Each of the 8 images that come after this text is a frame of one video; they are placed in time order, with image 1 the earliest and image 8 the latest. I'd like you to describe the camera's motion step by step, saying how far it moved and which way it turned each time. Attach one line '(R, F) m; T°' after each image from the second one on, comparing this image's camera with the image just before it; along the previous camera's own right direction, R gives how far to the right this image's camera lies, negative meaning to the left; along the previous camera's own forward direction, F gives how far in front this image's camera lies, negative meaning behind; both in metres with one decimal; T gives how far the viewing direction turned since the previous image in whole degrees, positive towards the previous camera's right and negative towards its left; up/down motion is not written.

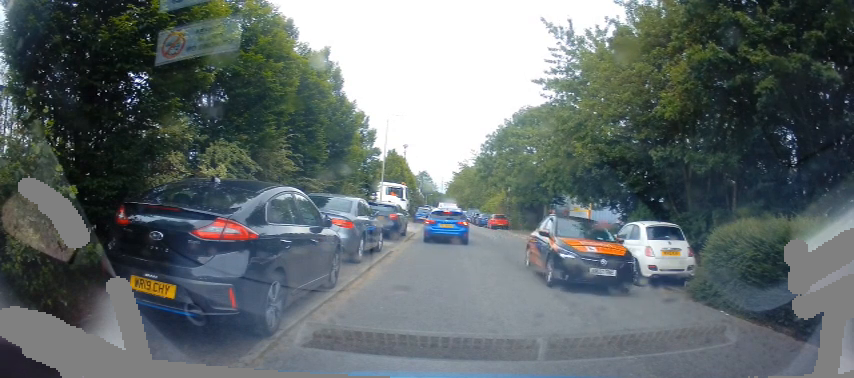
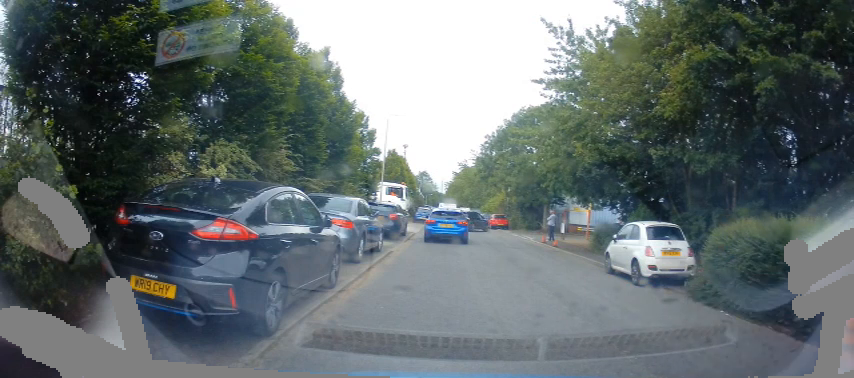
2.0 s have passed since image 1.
(0.0, +0.2) m; 0°
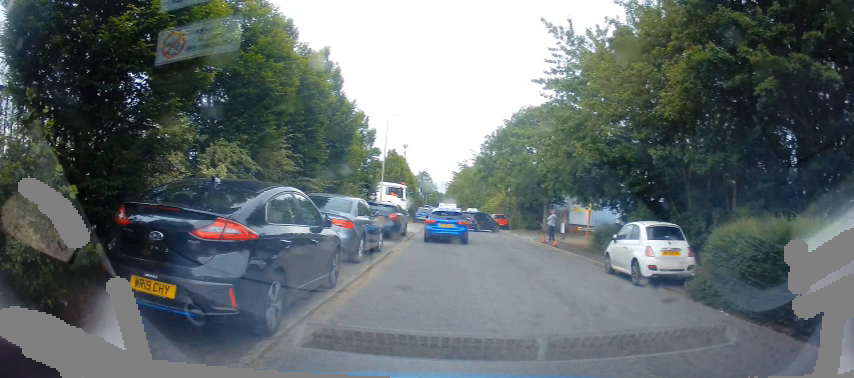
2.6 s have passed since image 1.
(+0.1, +0.1) m; 0°
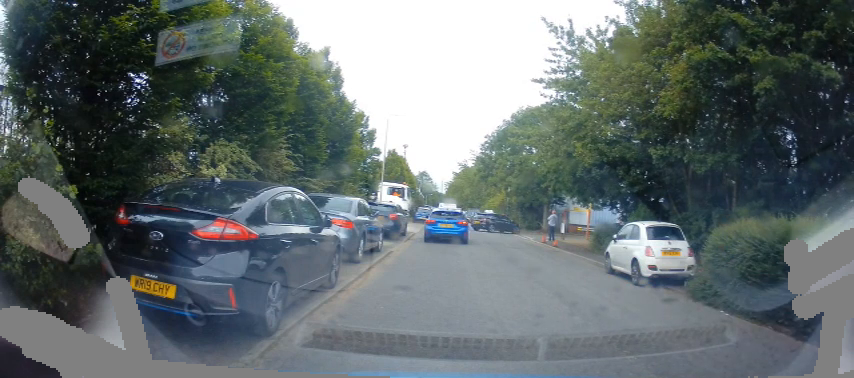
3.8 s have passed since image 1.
(+0.1, +0.2) m; 0°
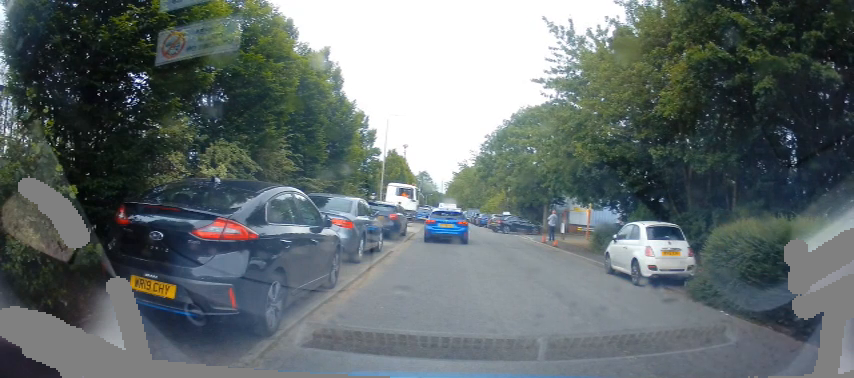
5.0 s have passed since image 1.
(+0.1, +0.2) m; 0°
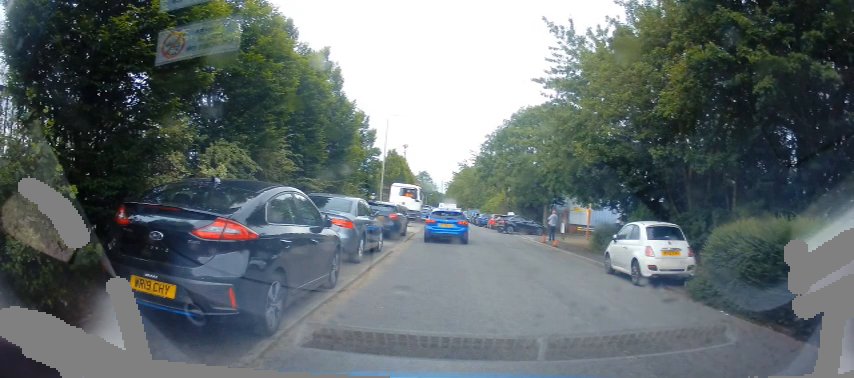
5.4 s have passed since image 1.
(0.0, +0.1) m; 0°
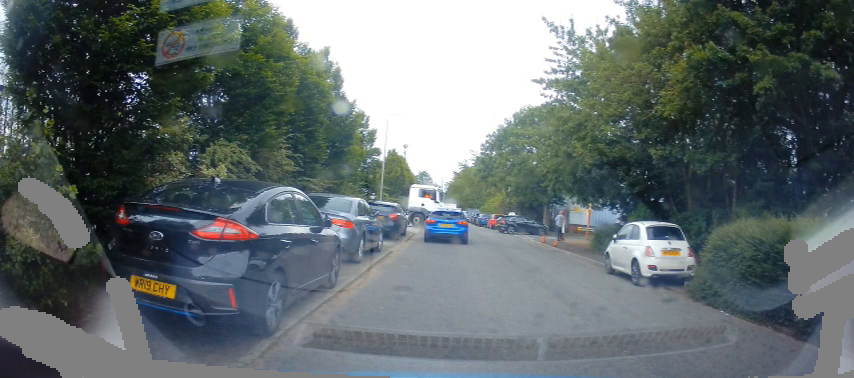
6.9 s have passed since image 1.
(0.0, +0.1) m; 0°
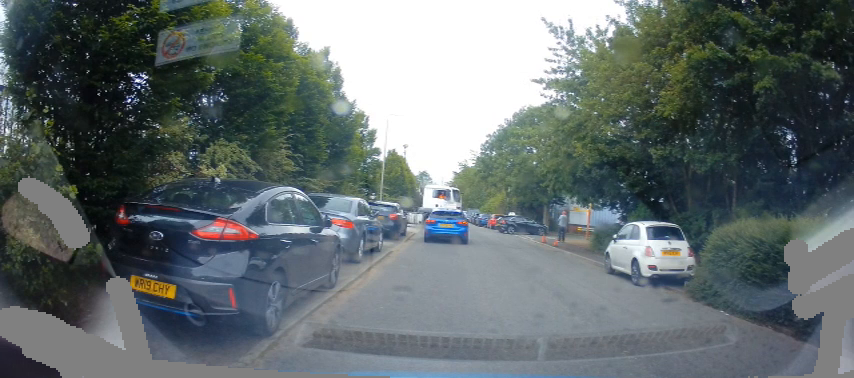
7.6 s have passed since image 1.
(0.0, 0.0) m; 0°
